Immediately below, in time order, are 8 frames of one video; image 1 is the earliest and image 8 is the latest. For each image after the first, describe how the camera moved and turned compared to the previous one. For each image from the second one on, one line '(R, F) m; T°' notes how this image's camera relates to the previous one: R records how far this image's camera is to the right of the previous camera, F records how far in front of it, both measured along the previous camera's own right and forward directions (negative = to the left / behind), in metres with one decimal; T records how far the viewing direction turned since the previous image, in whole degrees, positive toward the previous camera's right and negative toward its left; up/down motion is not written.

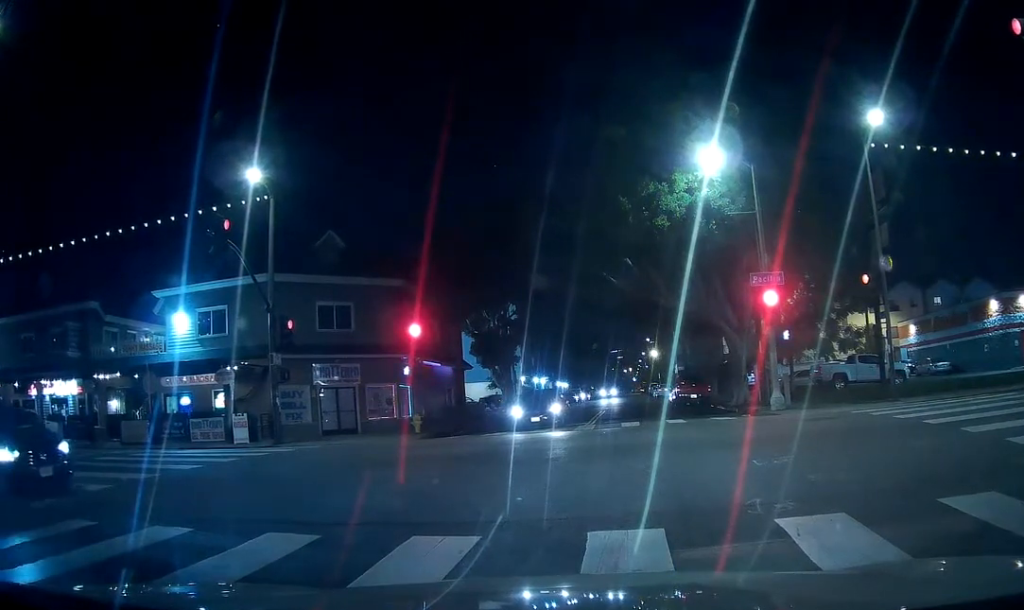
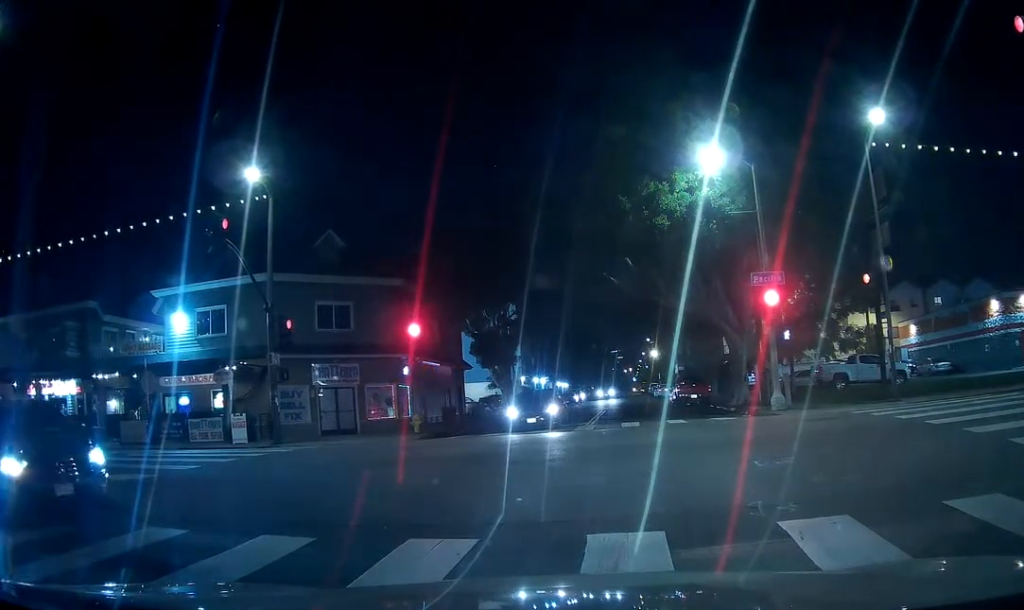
(0.0, 0.0) m; 0°
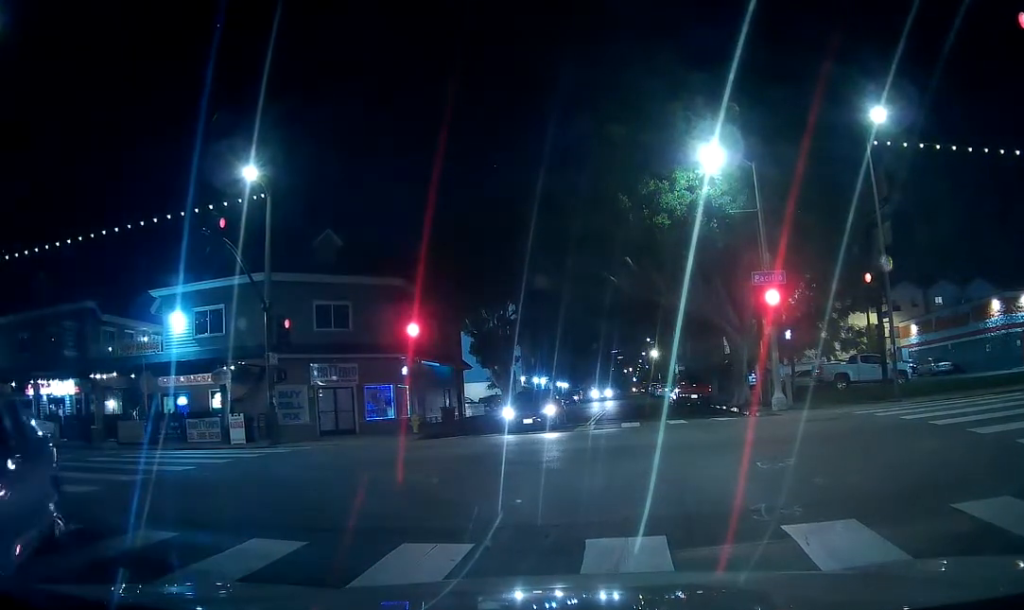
(0.0, +0.2) m; 0°
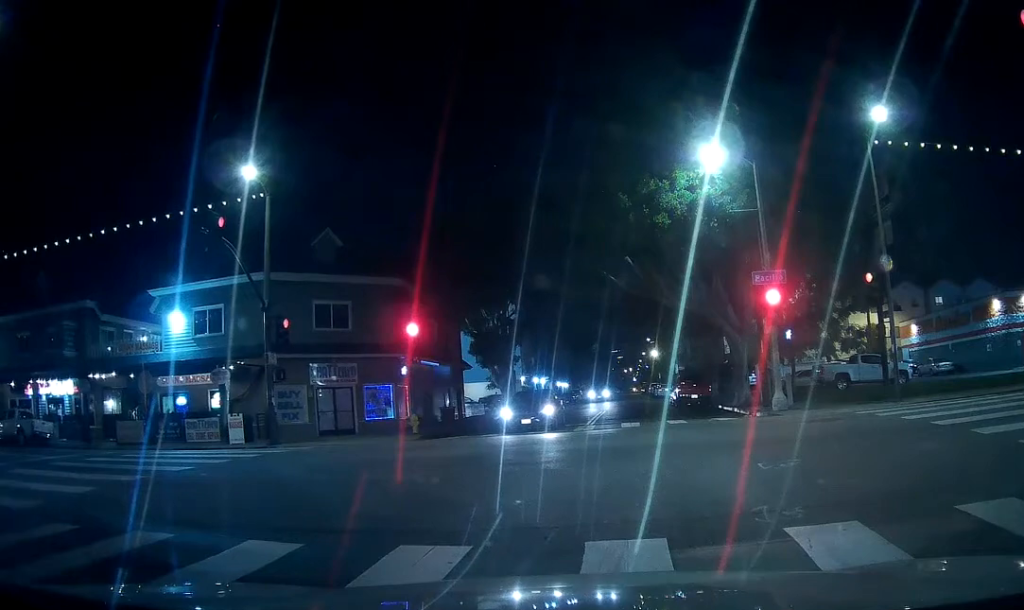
(0.0, 0.0) m; 0°
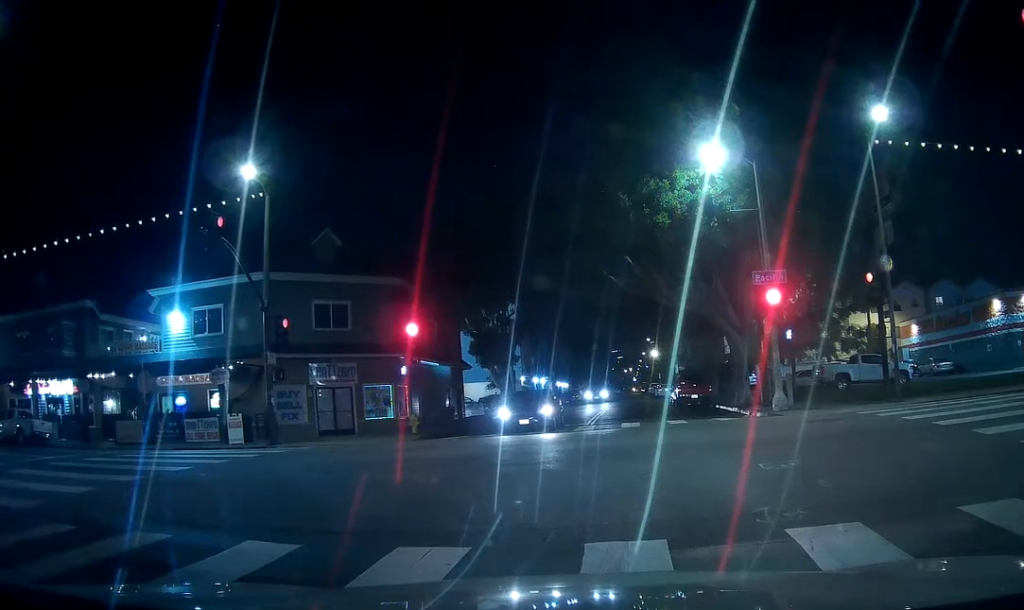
(0.0, 0.0) m; 0°
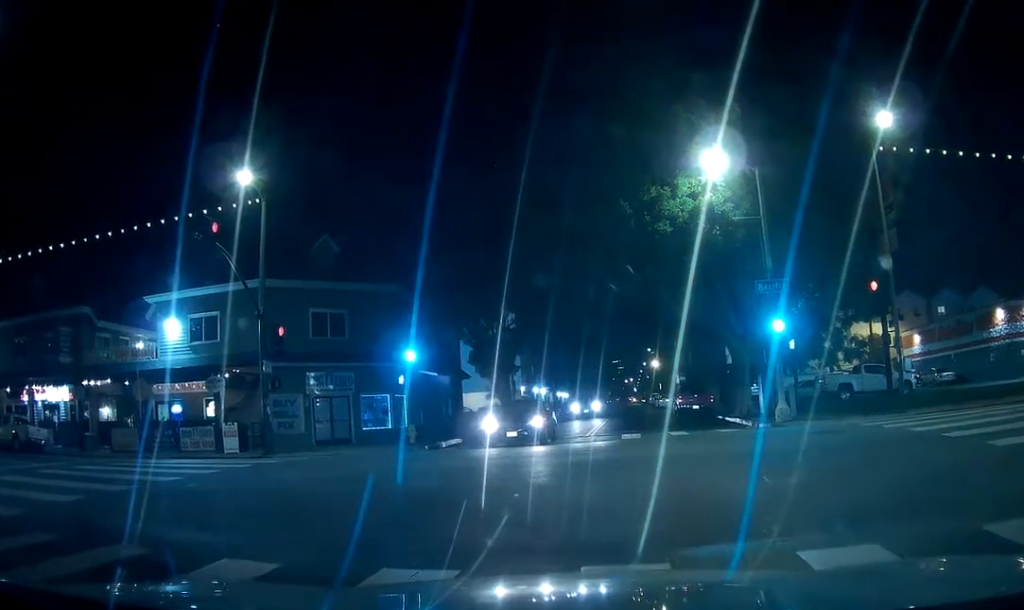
(-0.1, +0.6) m; 0°
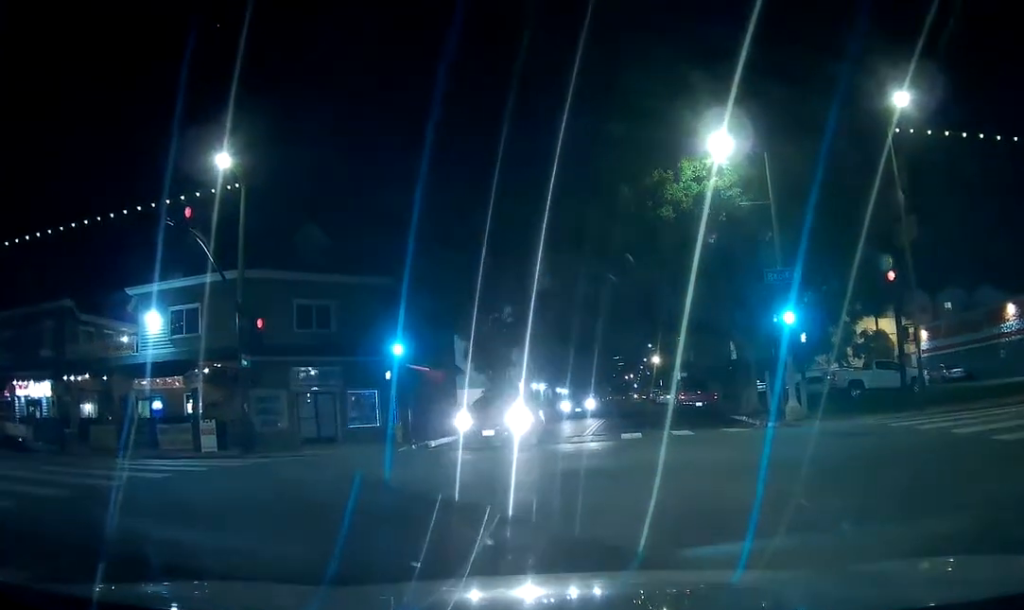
(-0.2, +0.9) m; -1°
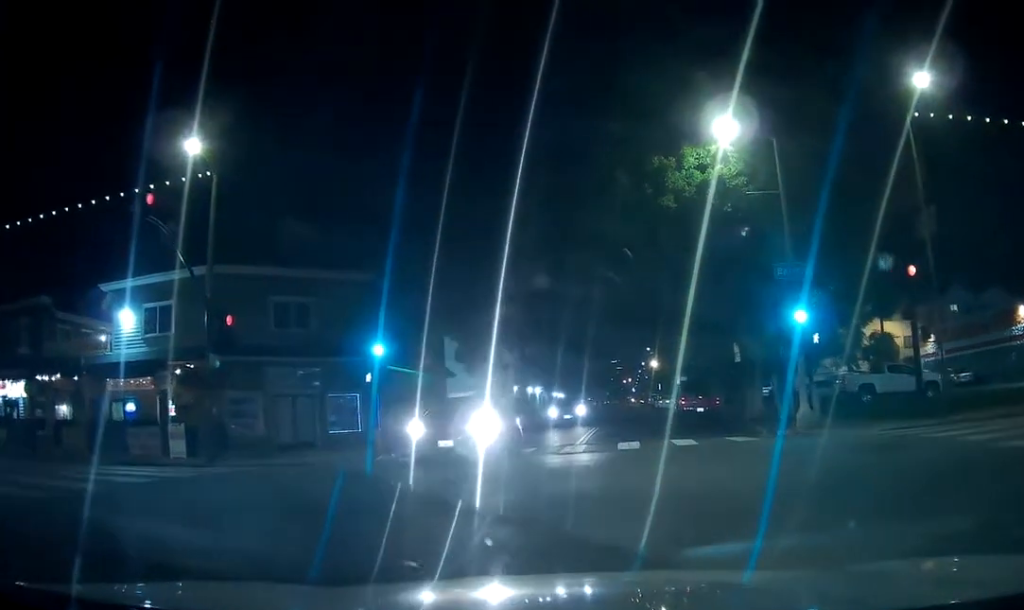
(+0.1, +1.3) m; +4°
